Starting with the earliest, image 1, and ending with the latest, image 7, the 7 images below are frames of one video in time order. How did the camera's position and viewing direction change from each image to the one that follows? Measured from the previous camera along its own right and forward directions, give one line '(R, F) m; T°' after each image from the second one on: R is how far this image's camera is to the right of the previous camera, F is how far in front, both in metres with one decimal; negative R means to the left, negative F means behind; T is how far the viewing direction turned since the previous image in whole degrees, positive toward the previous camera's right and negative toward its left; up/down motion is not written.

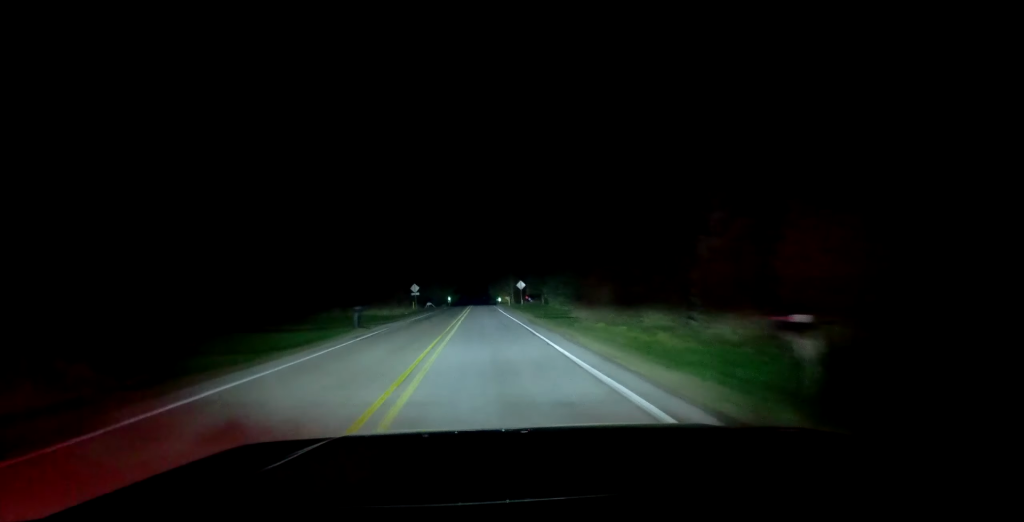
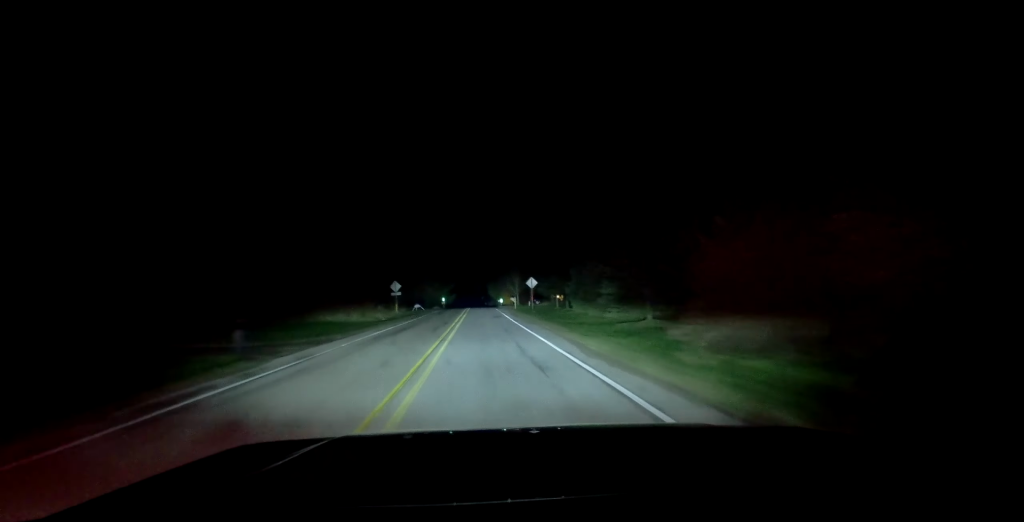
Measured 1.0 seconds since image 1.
(-0.2, +14.3) m; -1°
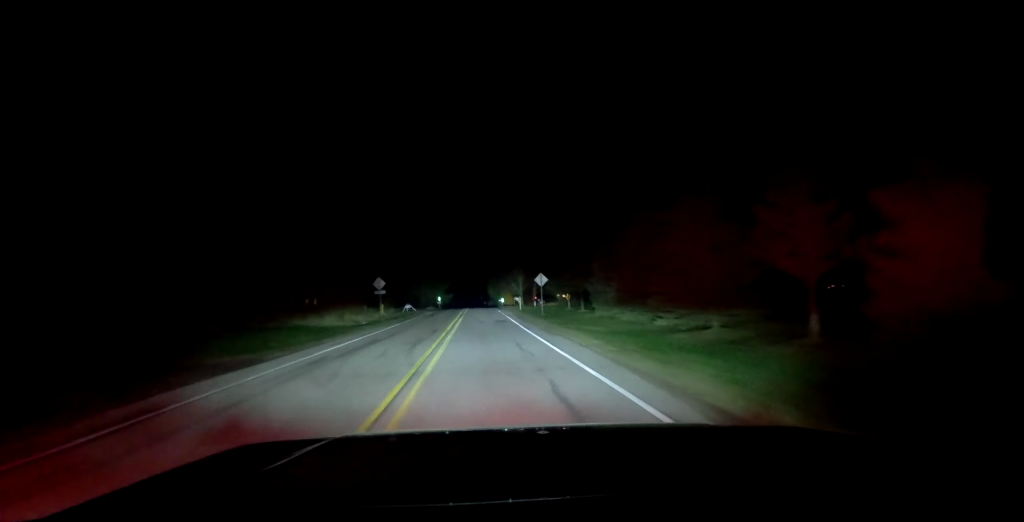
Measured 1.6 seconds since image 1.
(-0.1, +8.8) m; 0°
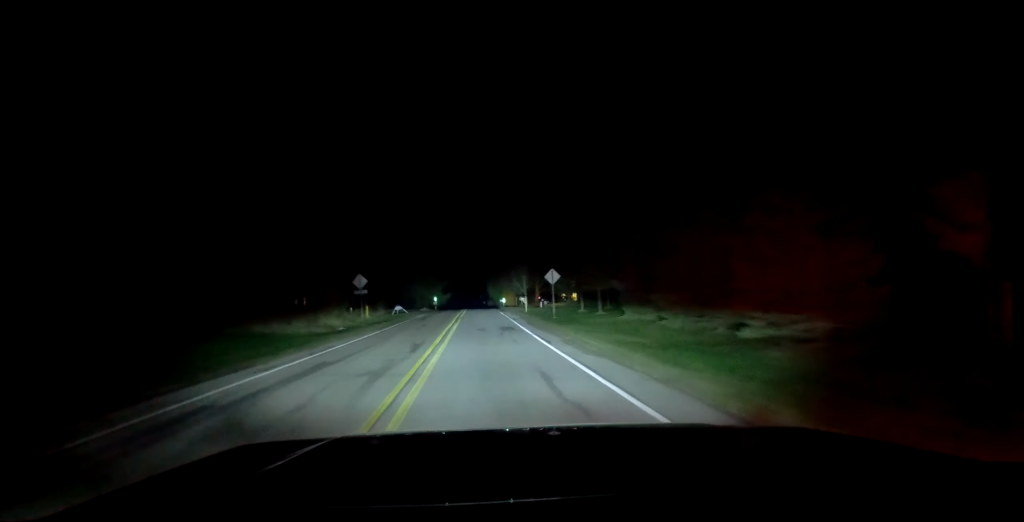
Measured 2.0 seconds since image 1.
(+0.2, +7.3) m; +1°
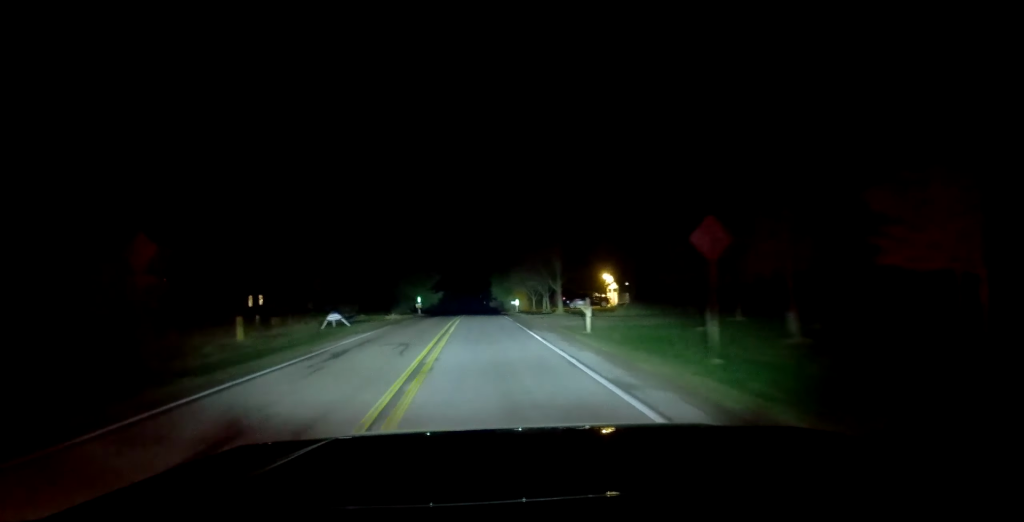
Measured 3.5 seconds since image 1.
(+0.3, +26.6) m; +1°
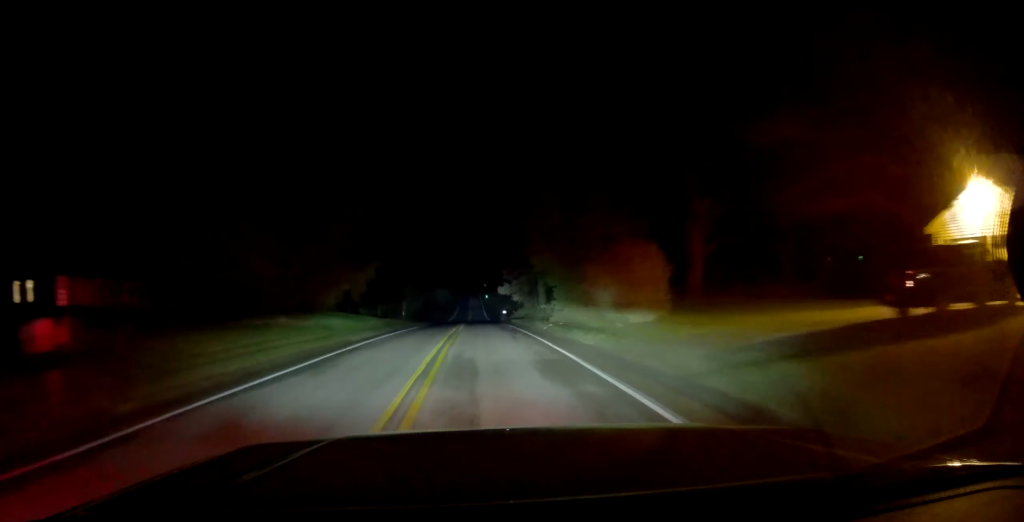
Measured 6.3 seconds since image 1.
(0.0, +58.9) m; +1°
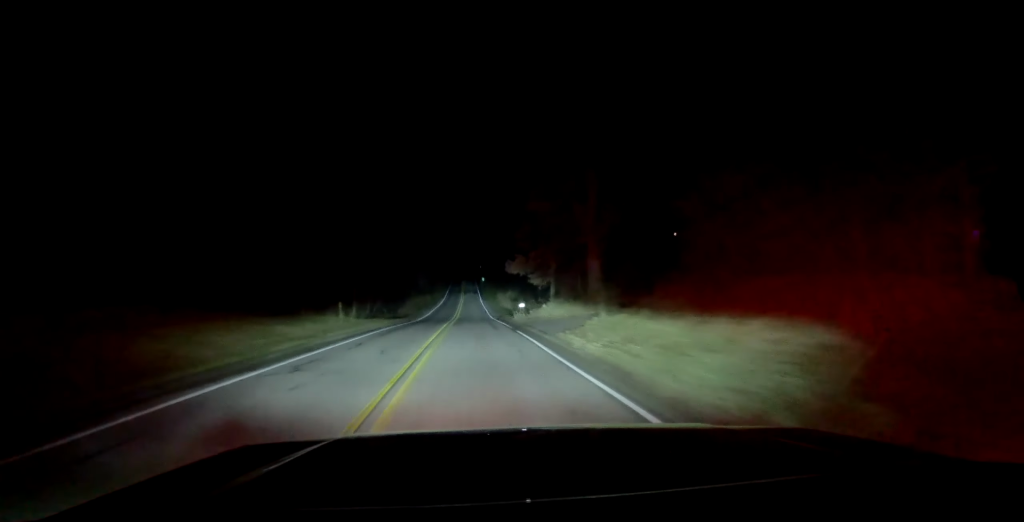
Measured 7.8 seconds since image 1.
(+0.2, +32.5) m; 0°
